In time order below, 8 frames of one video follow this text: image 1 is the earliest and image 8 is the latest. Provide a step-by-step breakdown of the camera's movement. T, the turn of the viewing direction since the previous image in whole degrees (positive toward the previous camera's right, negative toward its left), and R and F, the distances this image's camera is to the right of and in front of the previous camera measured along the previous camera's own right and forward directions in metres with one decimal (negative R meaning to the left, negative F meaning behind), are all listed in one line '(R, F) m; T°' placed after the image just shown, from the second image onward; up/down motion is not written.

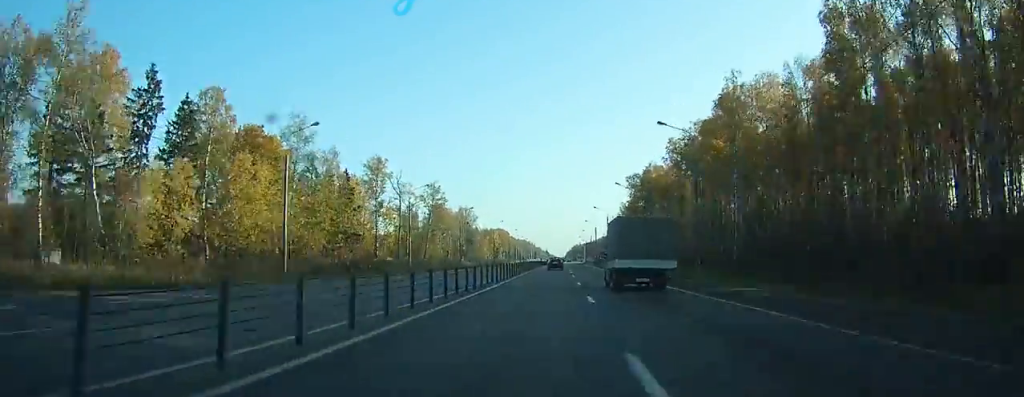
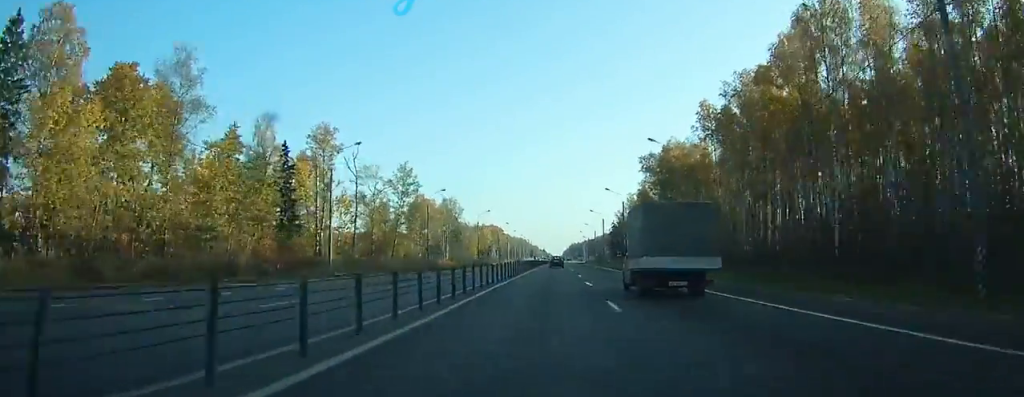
(+0.1, +26.1) m; +1°
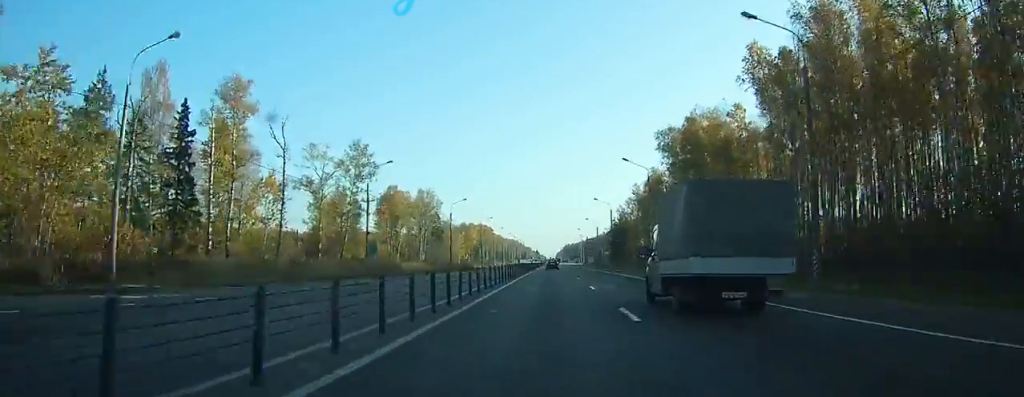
(0.0, +24.6) m; +1°
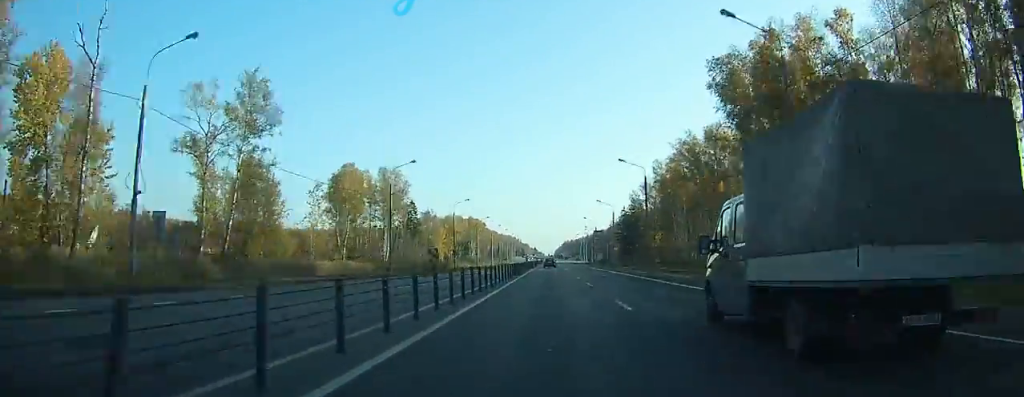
(+0.4, +33.7) m; +1°
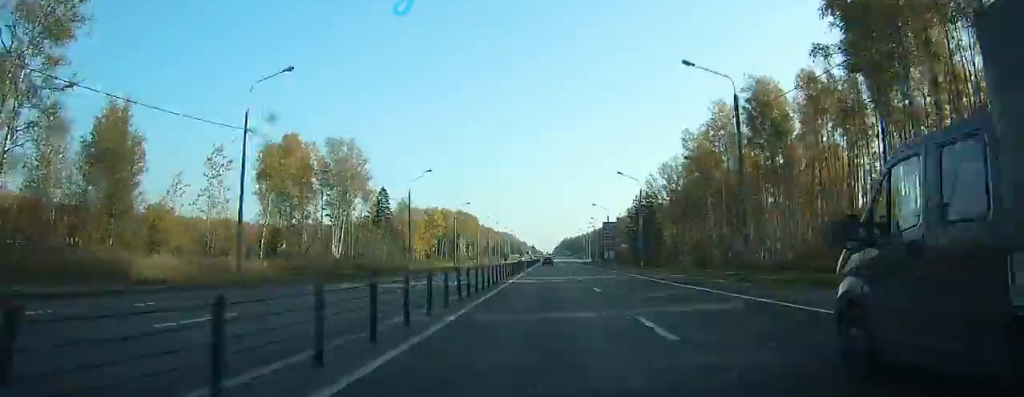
(+0.2, +28.8) m; 0°
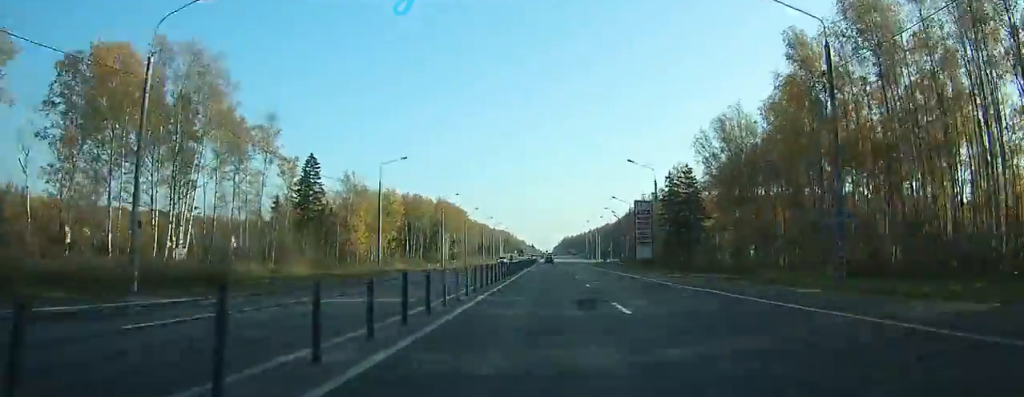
(+0.1, +44.3) m; 0°
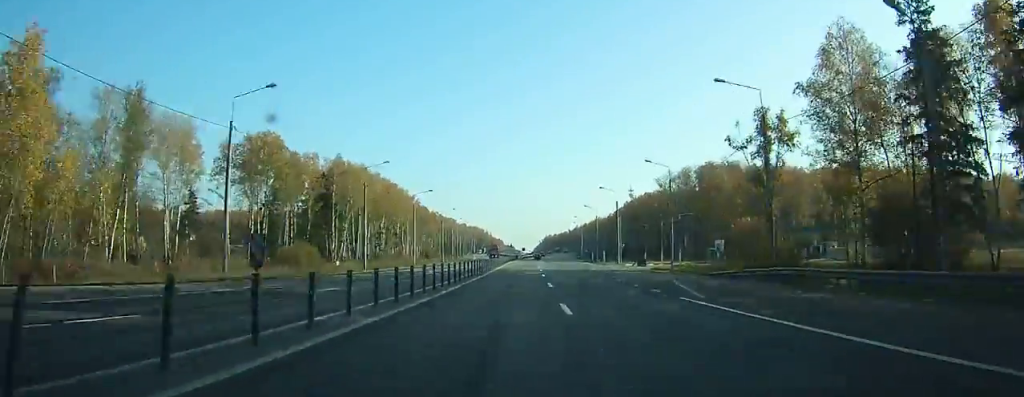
(+0.1, +83.7) m; +1°
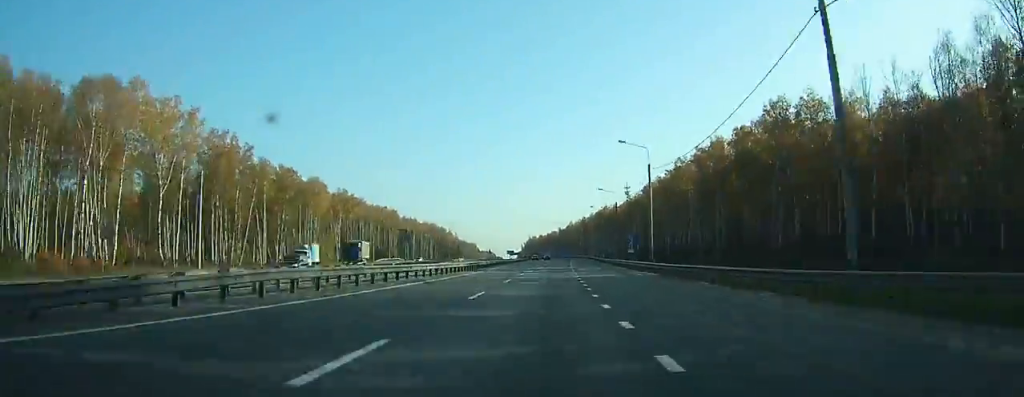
(+1.8, +141.1) m; +2°
